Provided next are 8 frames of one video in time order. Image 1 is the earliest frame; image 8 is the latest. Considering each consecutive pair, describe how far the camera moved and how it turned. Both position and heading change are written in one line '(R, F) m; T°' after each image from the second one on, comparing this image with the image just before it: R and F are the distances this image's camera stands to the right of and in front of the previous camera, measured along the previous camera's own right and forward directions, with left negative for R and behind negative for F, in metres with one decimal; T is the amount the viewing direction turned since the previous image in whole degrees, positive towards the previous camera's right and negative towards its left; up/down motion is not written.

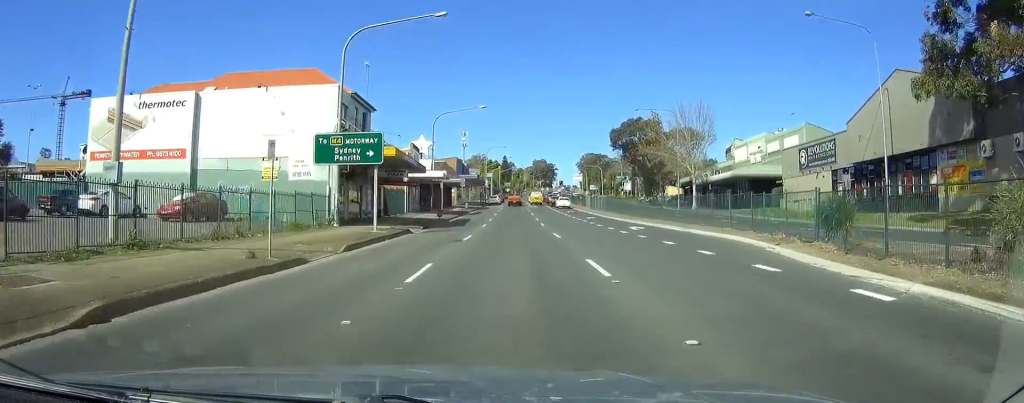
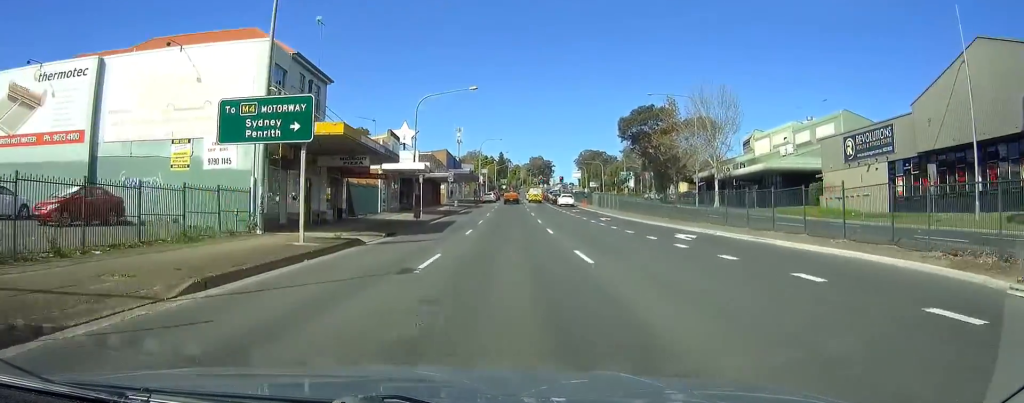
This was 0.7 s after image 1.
(+0.1, +10.3) m; 0°
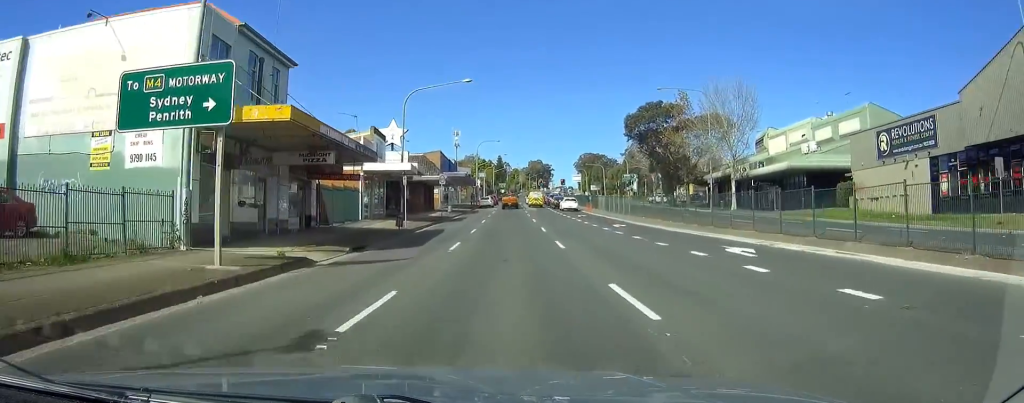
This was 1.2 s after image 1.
(0.0, +5.5) m; 0°
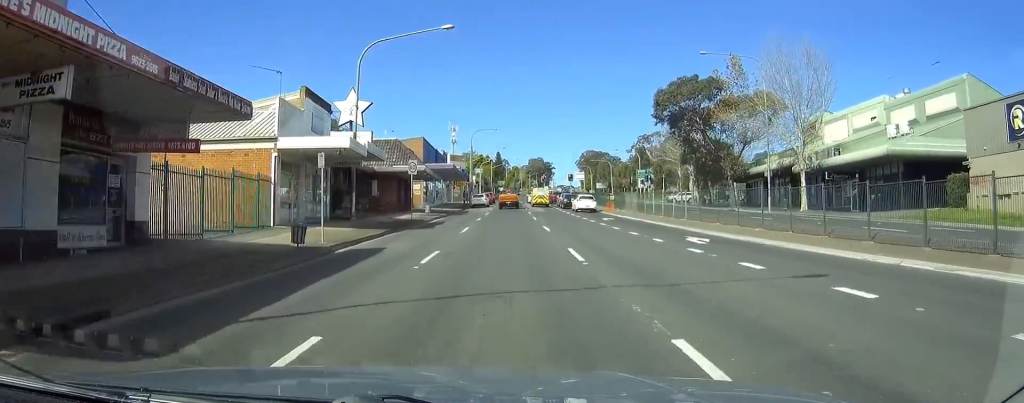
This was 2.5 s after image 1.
(0.0, +16.2) m; -1°
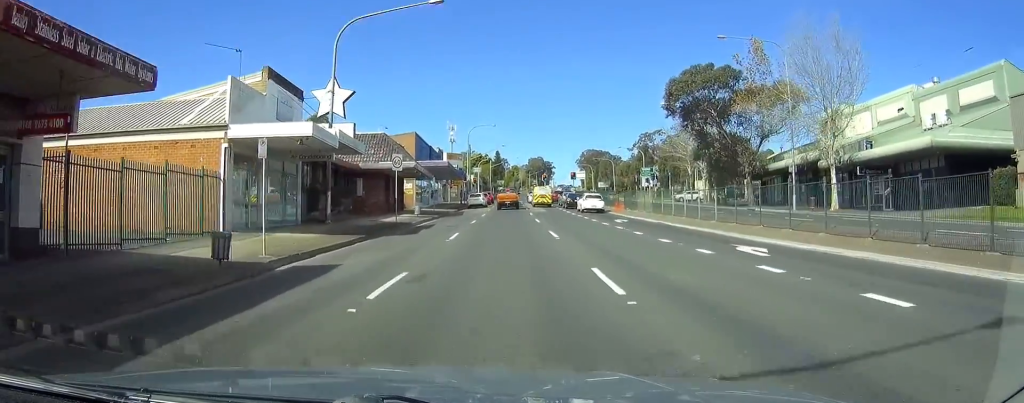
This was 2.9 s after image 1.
(-0.1, +4.5) m; 0°
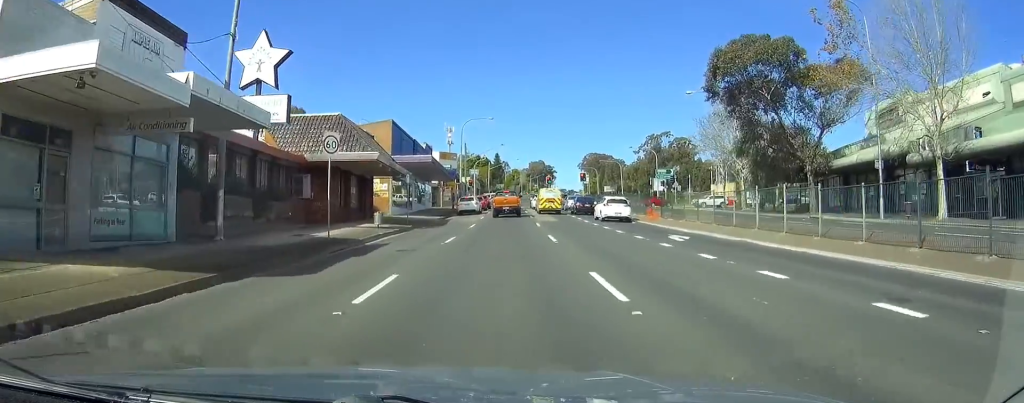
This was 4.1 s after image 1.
(-0.1, +12.3) m; 0°
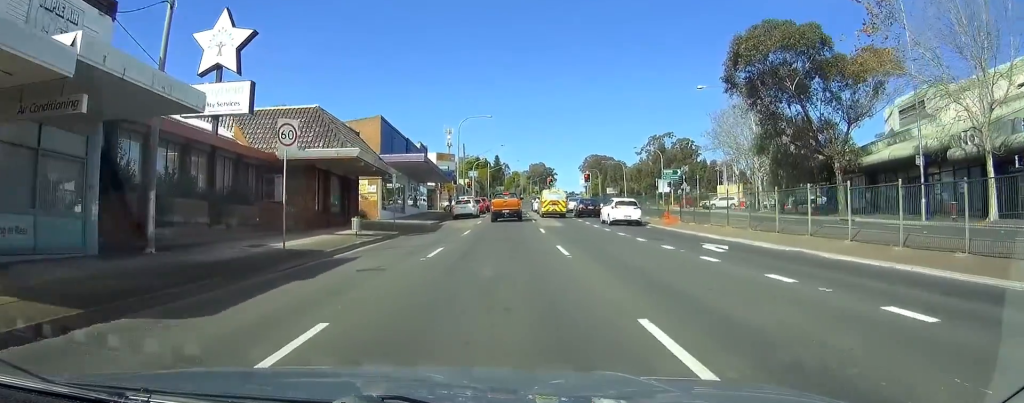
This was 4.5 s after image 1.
(0.0, +3.9) m; 0°
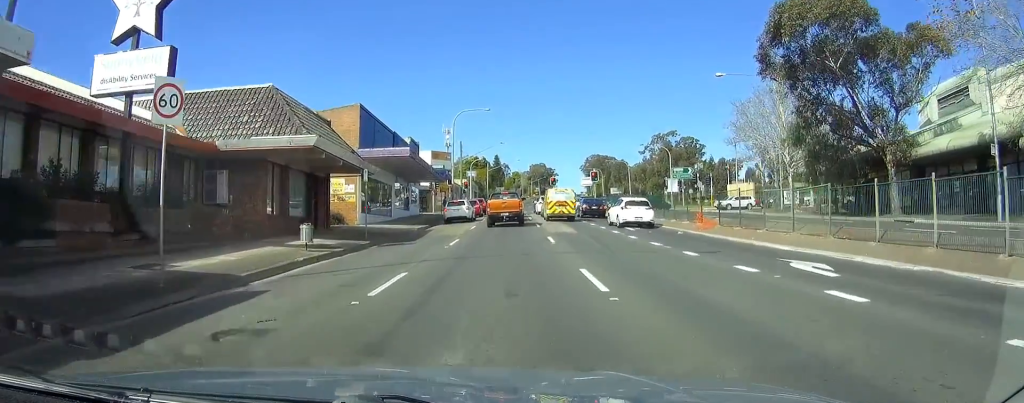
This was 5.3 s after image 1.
(0.0, +6.3) m; 0°
